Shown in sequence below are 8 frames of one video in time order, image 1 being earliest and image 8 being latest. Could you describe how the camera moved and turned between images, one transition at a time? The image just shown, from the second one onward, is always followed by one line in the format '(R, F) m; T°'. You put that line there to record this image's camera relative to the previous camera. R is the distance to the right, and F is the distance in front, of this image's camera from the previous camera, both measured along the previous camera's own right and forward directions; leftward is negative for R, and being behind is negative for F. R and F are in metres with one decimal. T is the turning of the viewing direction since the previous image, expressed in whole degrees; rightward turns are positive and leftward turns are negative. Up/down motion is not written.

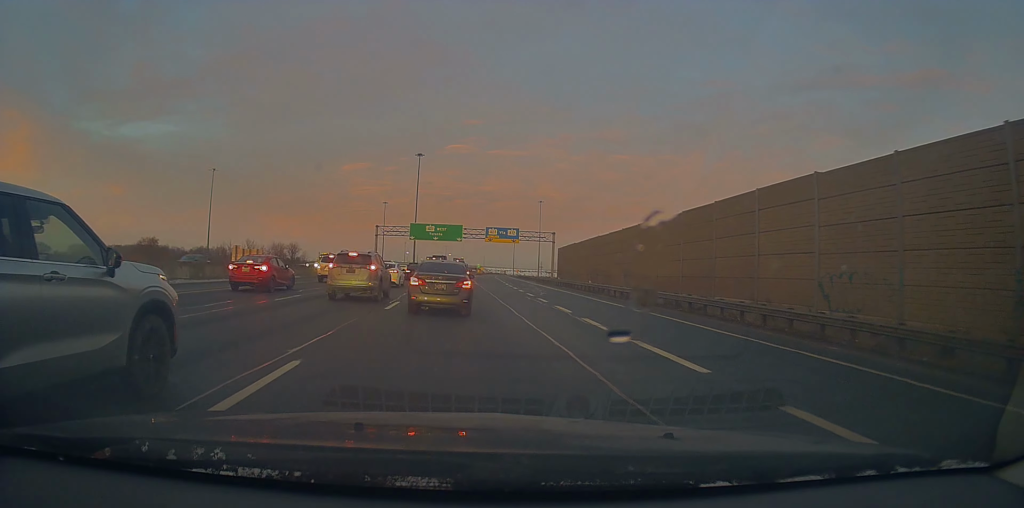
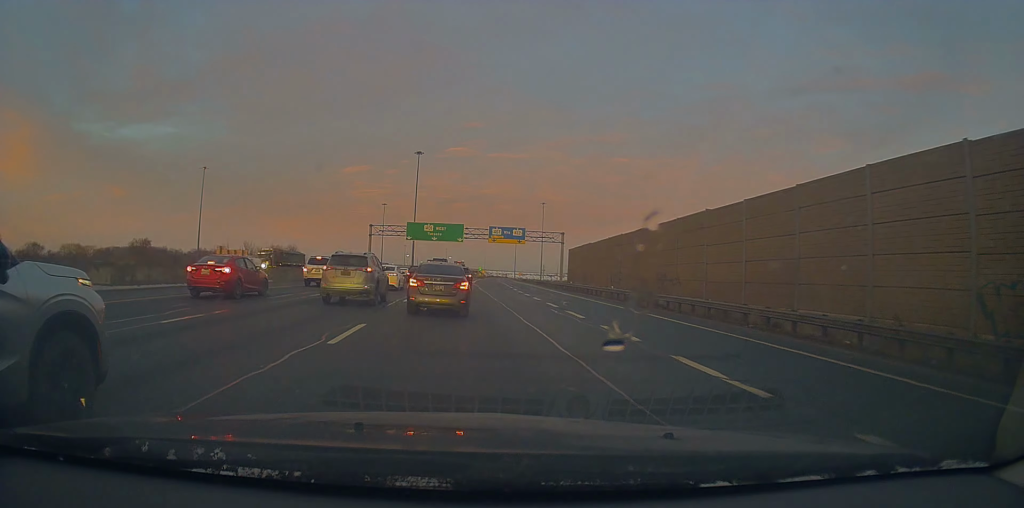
(-0.1, +7.6) m; +2°
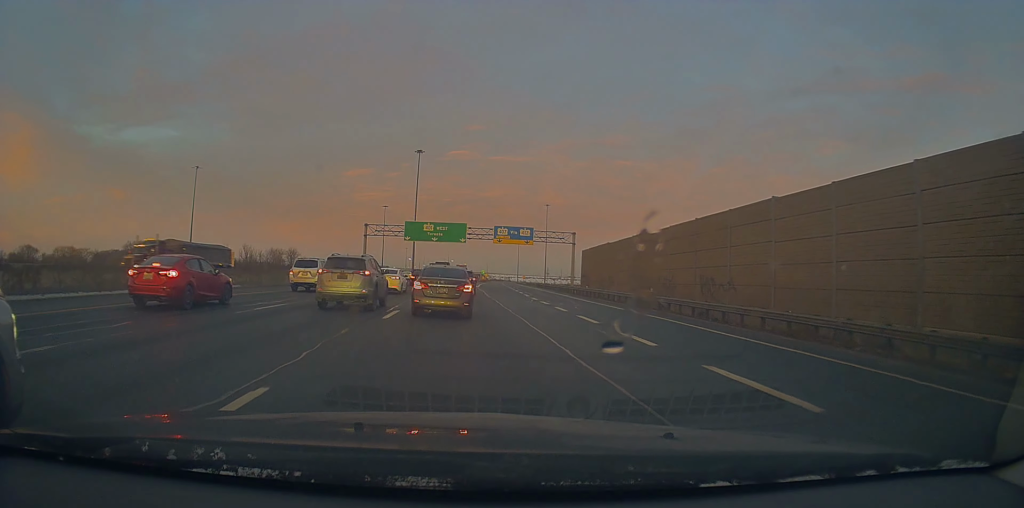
(+0.3, +6.6) m; +4°
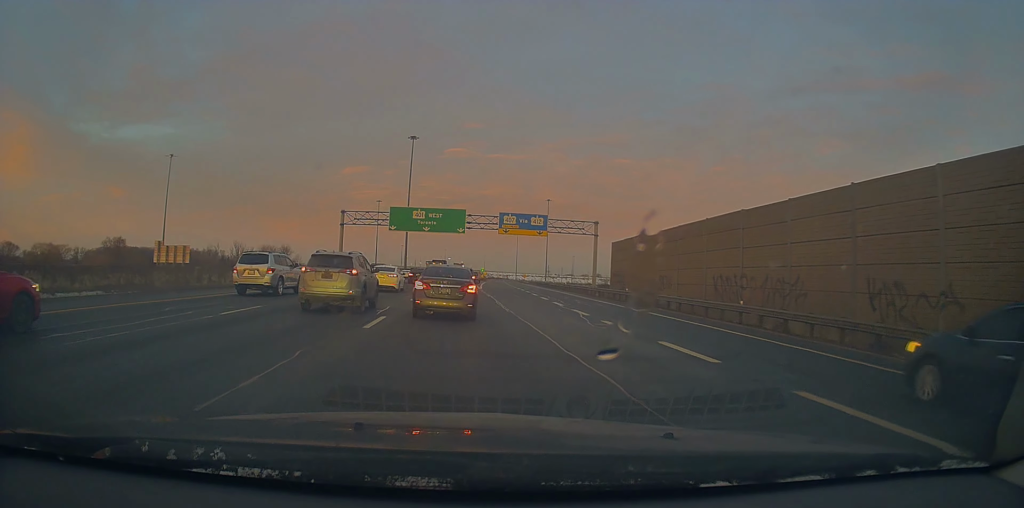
(-0.3, +13.8) m; -2°
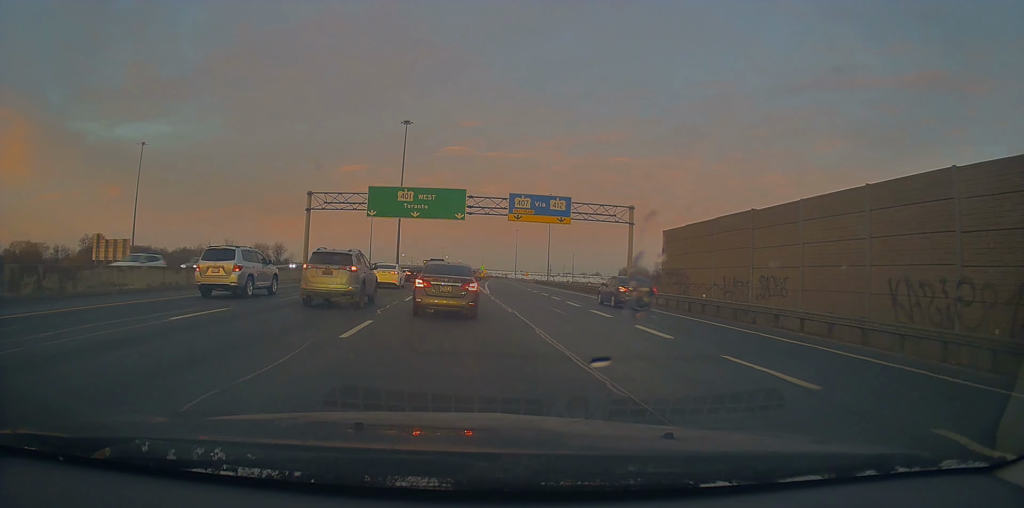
(+0.5, +14.3) m; +1°
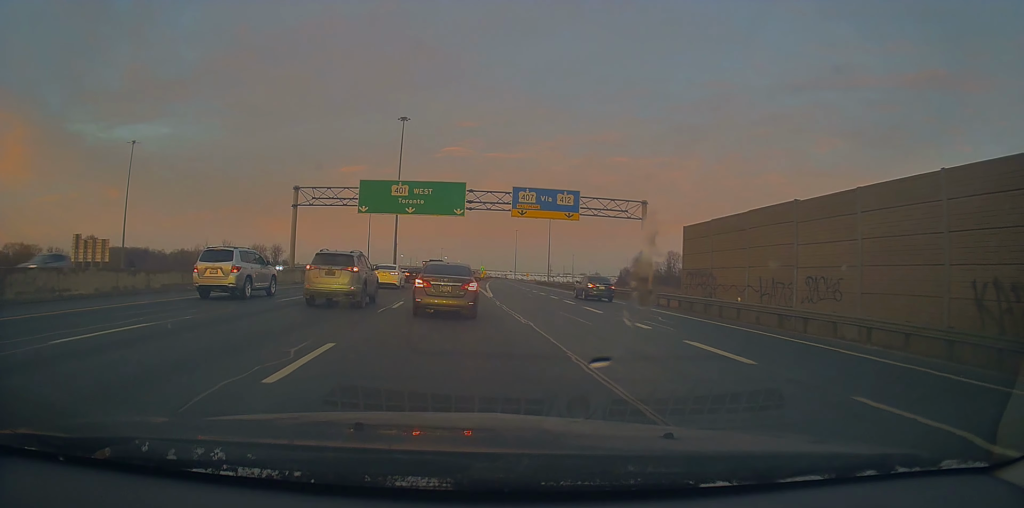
(0.0, +4.1) m; -1°
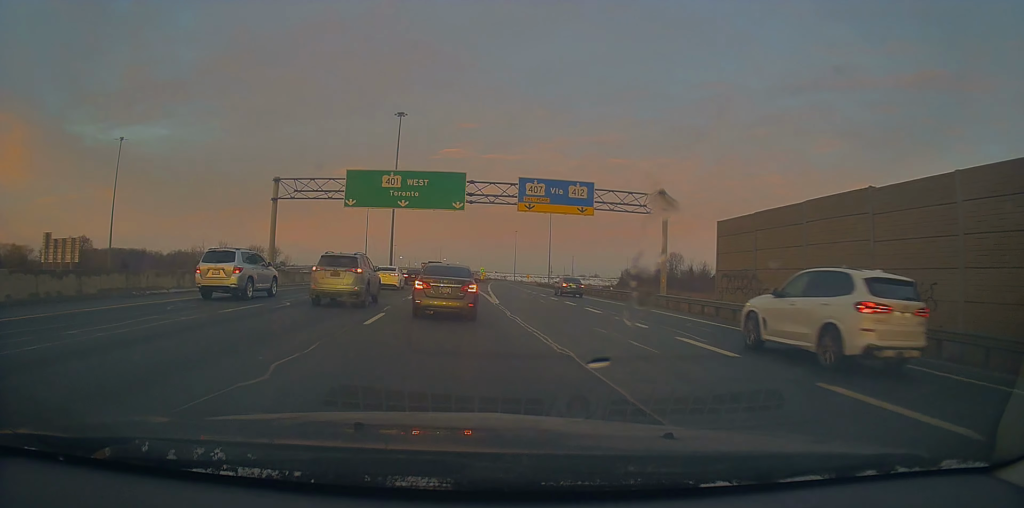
(-0.4, +5.2) m; 0°
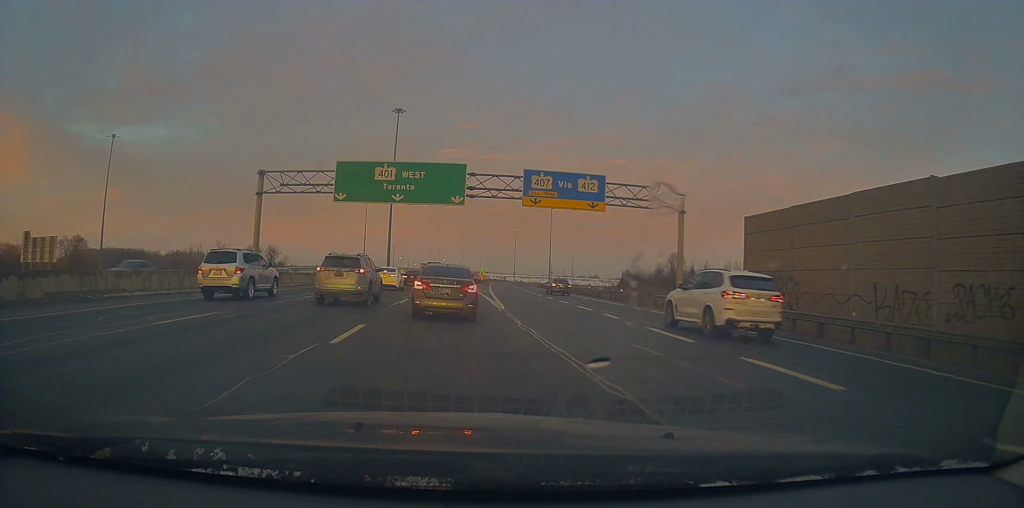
(+0.2, +3.3) m; 0°
